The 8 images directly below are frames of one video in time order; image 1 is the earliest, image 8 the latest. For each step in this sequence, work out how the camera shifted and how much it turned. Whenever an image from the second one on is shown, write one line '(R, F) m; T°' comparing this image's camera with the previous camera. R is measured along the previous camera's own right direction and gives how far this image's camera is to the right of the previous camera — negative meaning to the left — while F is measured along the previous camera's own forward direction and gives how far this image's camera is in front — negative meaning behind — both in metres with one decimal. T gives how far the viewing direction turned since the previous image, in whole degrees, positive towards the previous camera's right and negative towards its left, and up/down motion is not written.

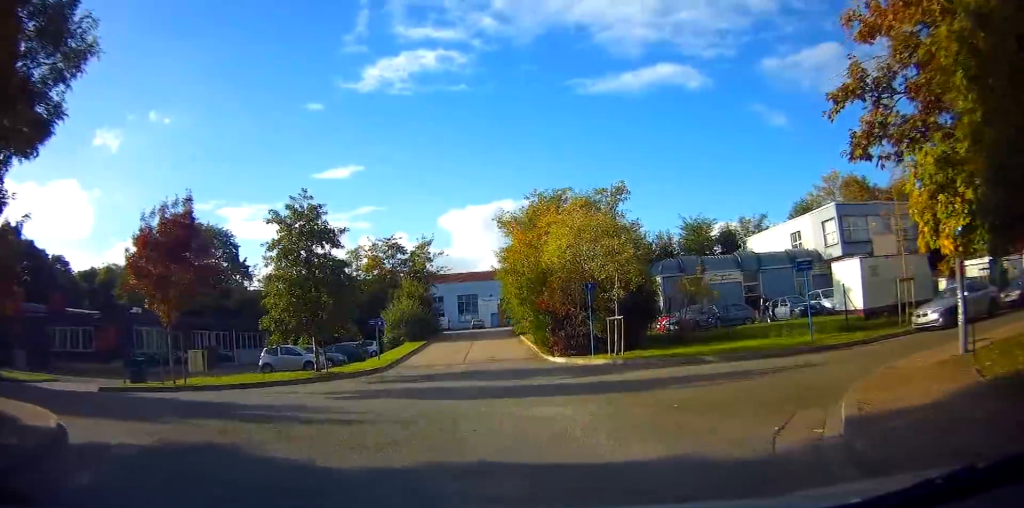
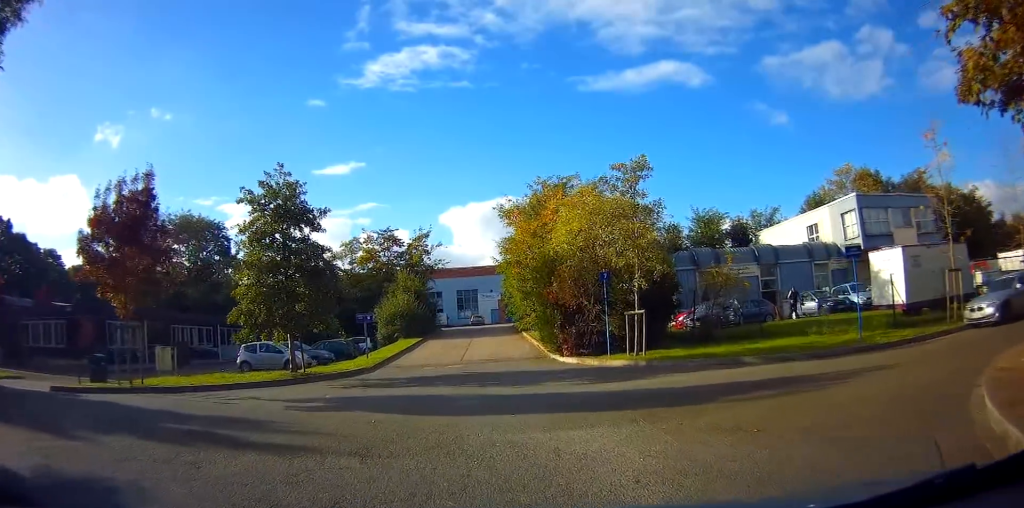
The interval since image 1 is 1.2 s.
(+0.2, +3.3) m; 0°
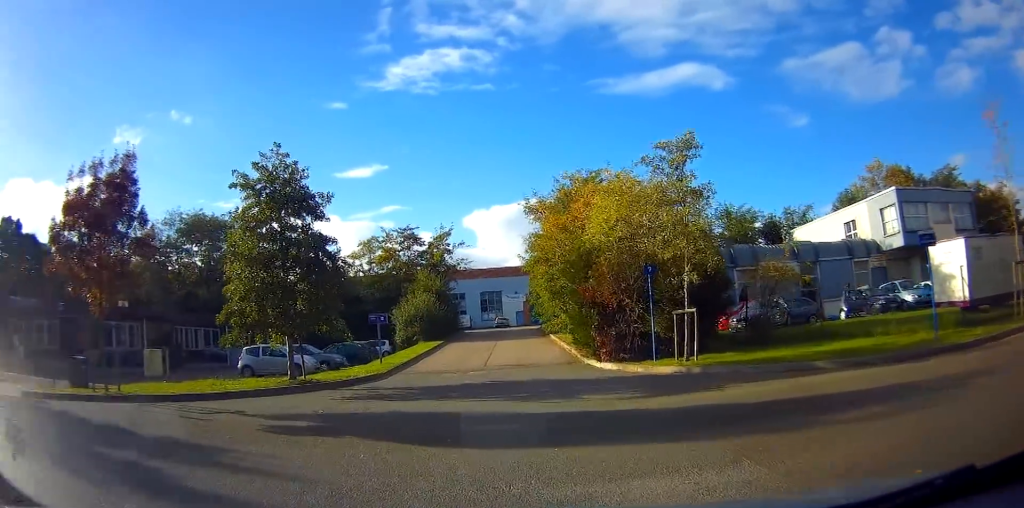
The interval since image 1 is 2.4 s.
(-0.3, +2.7) m; -6°
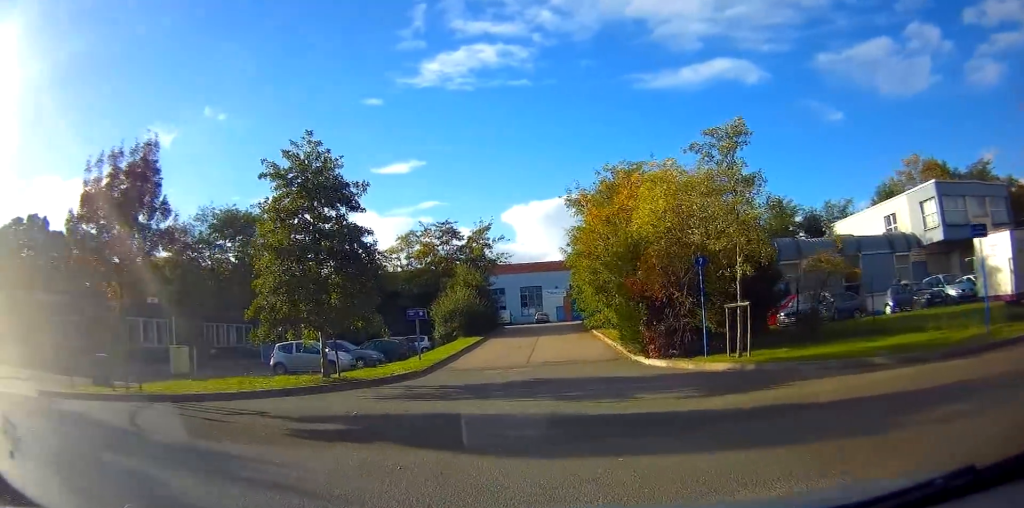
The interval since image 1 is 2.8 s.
(0.0, +0.8) m; -1°
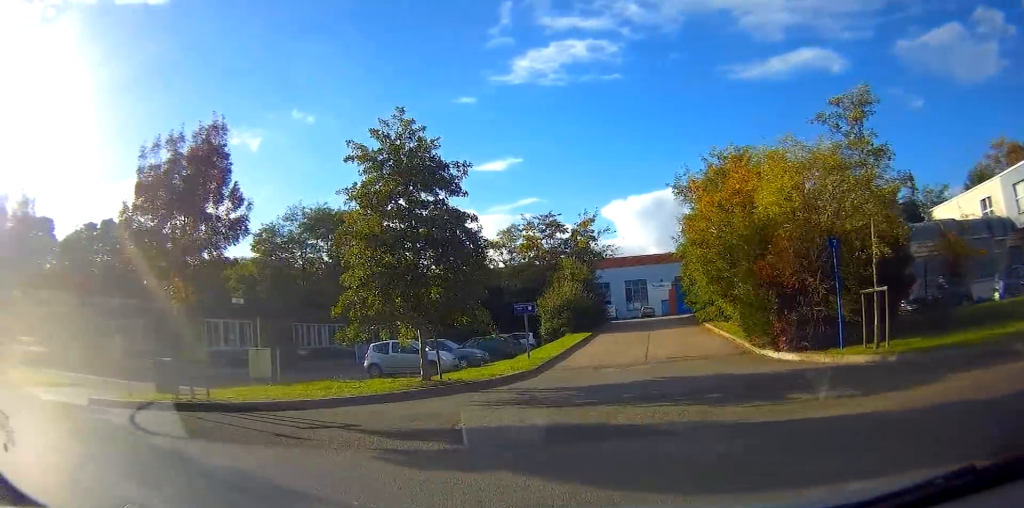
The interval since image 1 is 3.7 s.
(0.0, +1.8) m; -9°
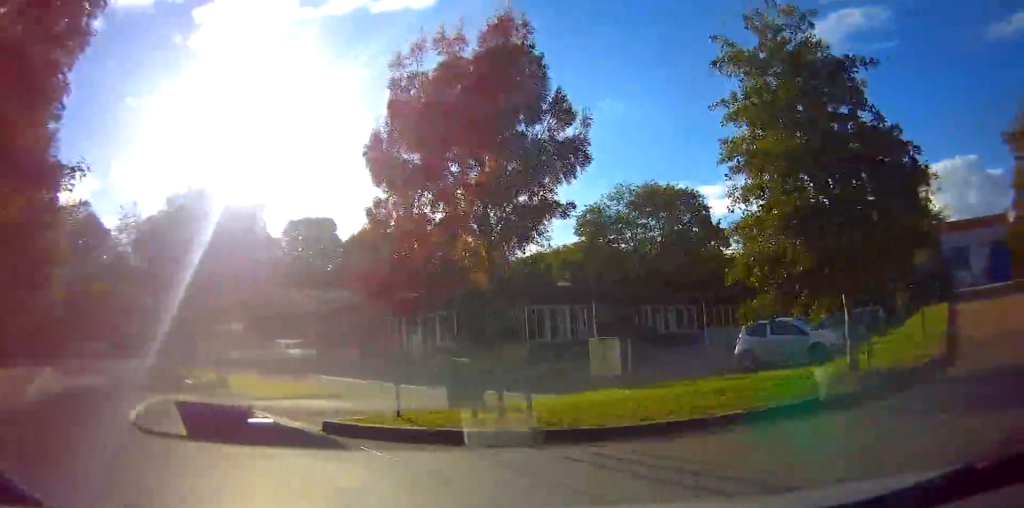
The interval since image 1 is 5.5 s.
(-1.6, +4.1) m; -44°
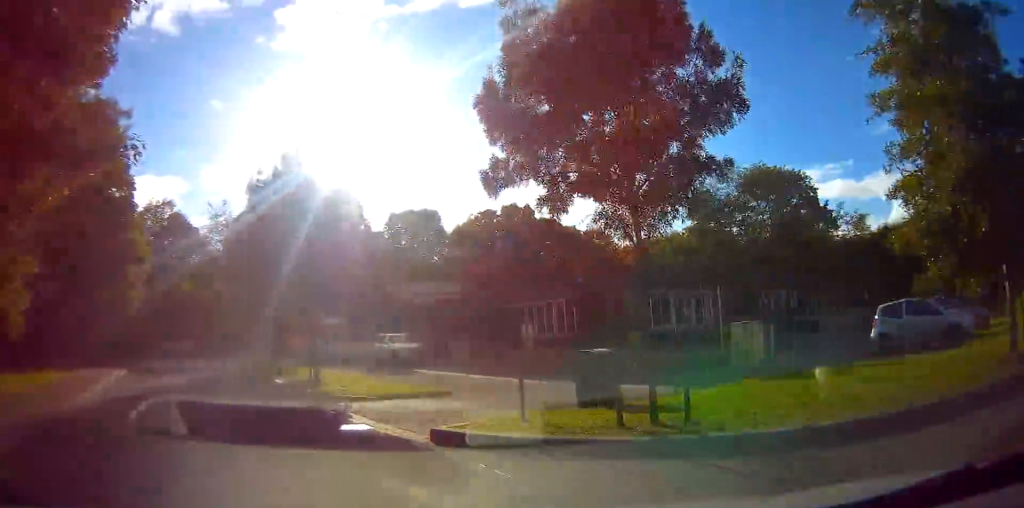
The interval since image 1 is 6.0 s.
(-0.2, +1.5) m; -8°
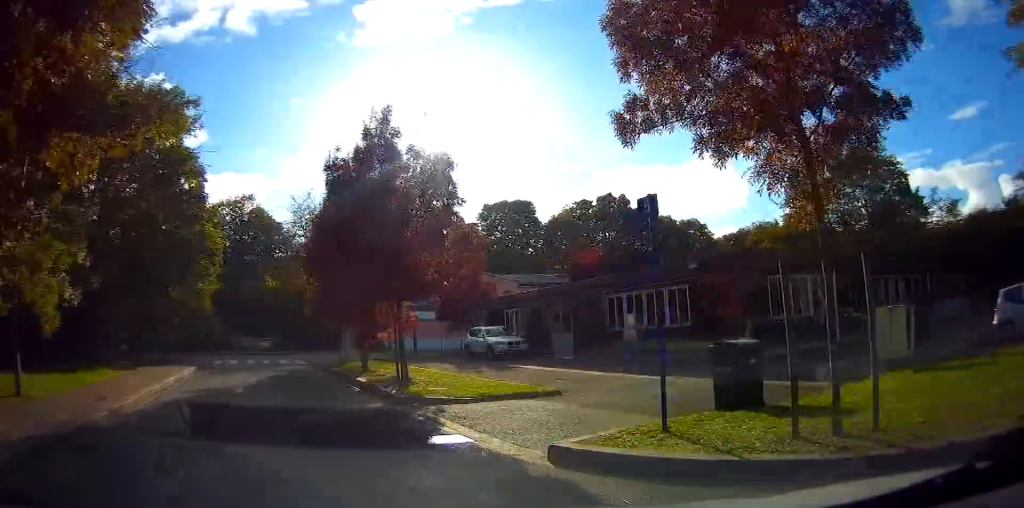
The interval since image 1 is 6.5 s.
(-0.1, +1.7) m; -6°
